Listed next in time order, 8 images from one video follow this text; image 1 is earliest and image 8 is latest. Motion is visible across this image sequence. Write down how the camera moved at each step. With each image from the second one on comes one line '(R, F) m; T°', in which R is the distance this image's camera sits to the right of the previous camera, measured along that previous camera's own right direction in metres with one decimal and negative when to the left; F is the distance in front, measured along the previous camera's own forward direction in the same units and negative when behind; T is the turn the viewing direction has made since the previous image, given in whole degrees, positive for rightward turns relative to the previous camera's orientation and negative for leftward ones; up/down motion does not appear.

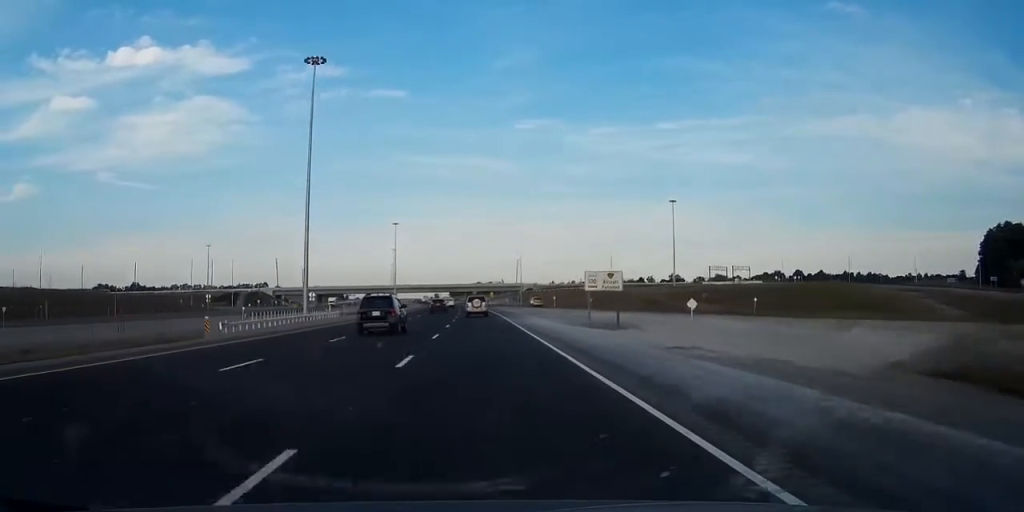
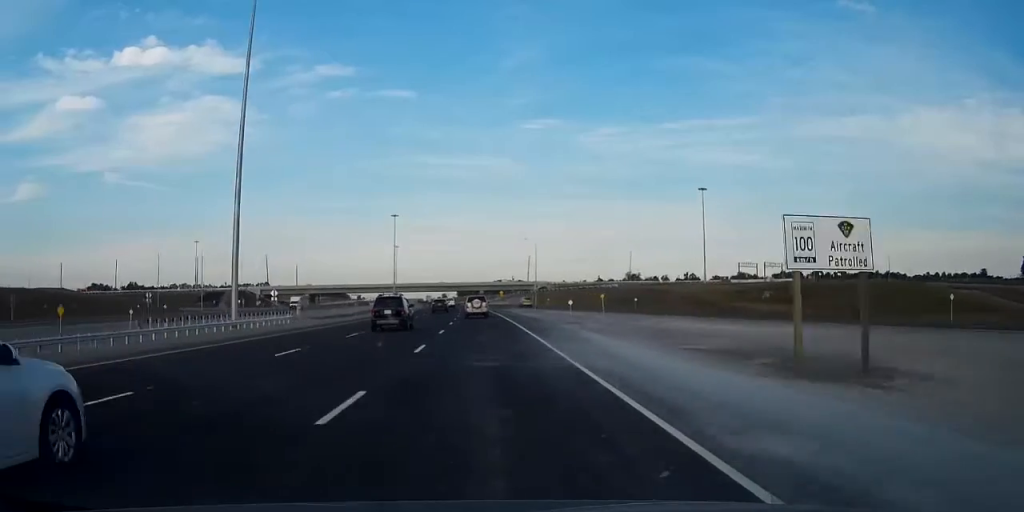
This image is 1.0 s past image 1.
(0.0, +31.2) m; 0°
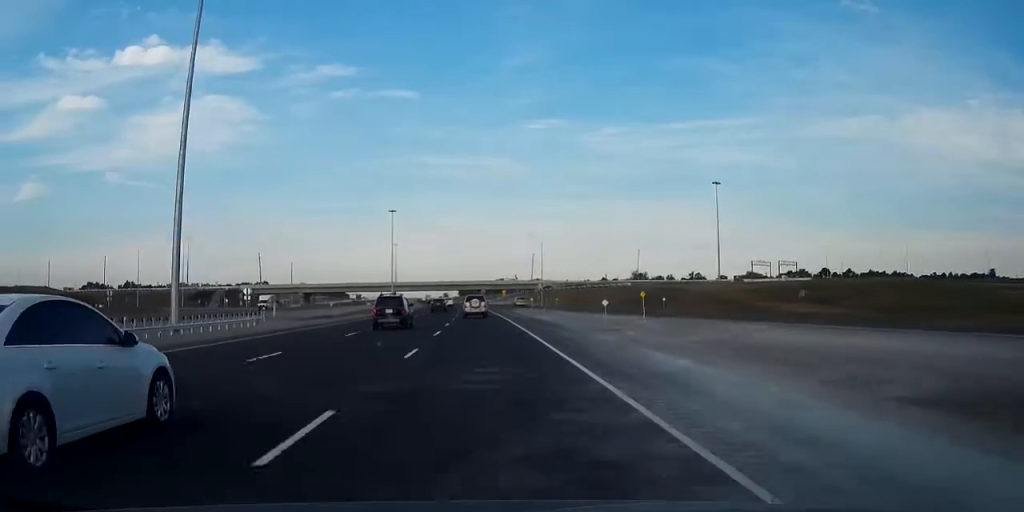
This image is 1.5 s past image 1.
(0.0, +14.1) m; 0°
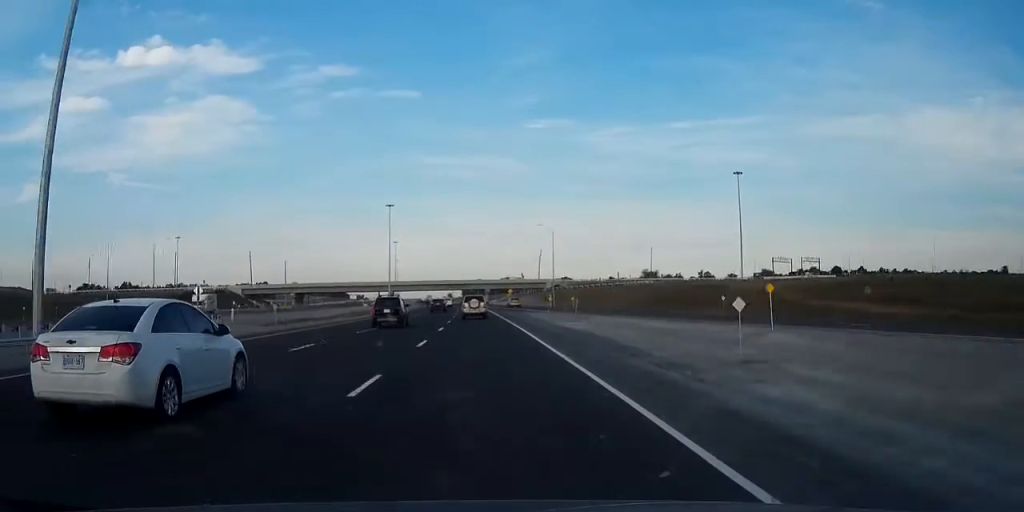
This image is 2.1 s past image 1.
(0.0, +19.1) m; 0°
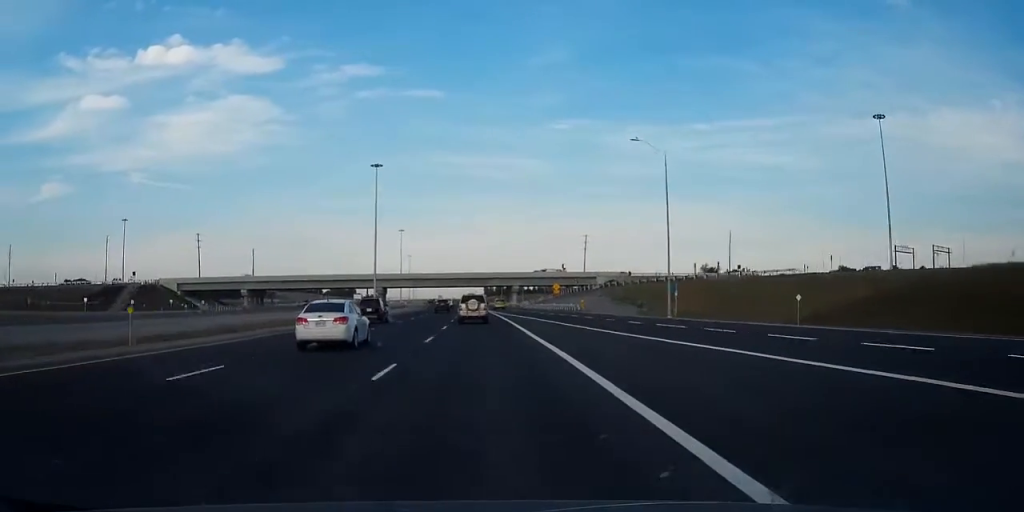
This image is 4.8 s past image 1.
(0.0, +80.9) m; -1°
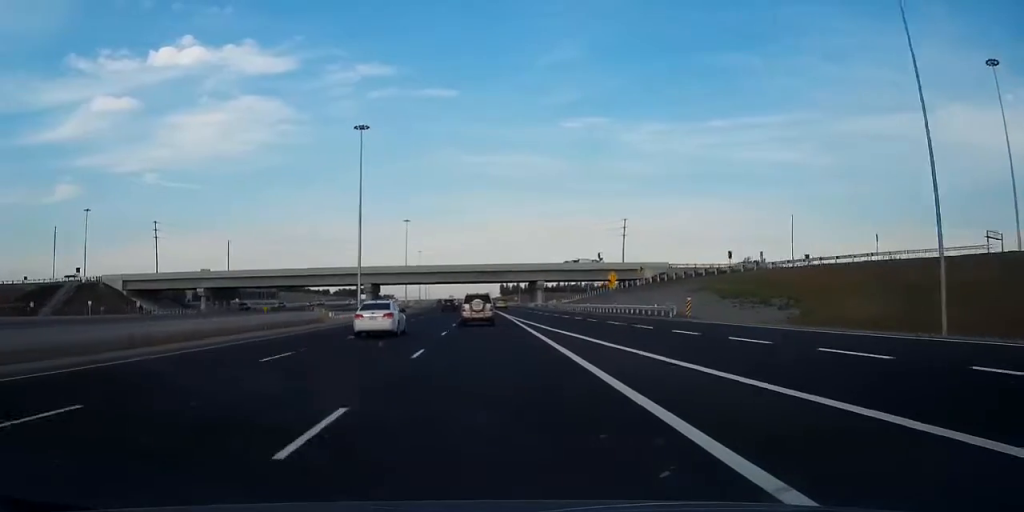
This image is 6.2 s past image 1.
(-1.3, +42.8) m; -4°
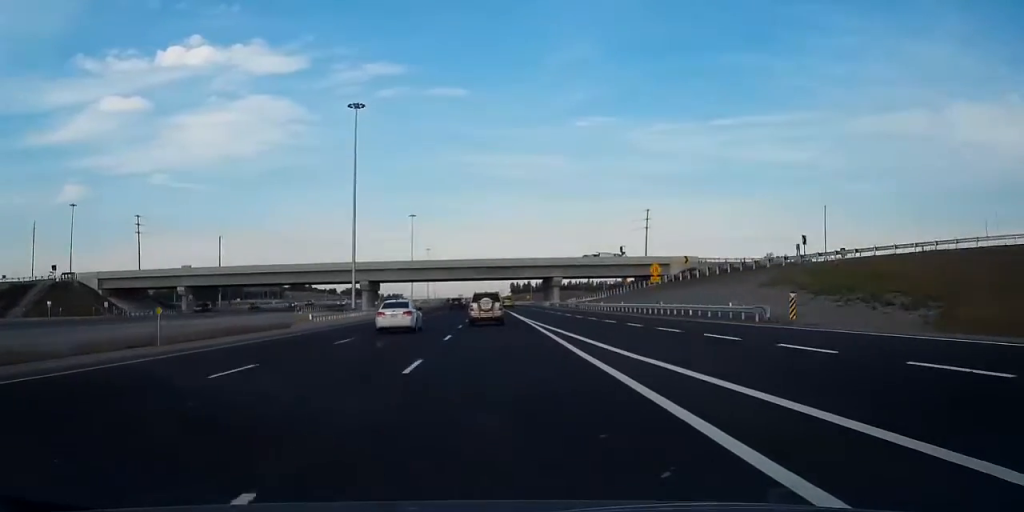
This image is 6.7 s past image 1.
(-0.3, +16.4) m; -1°
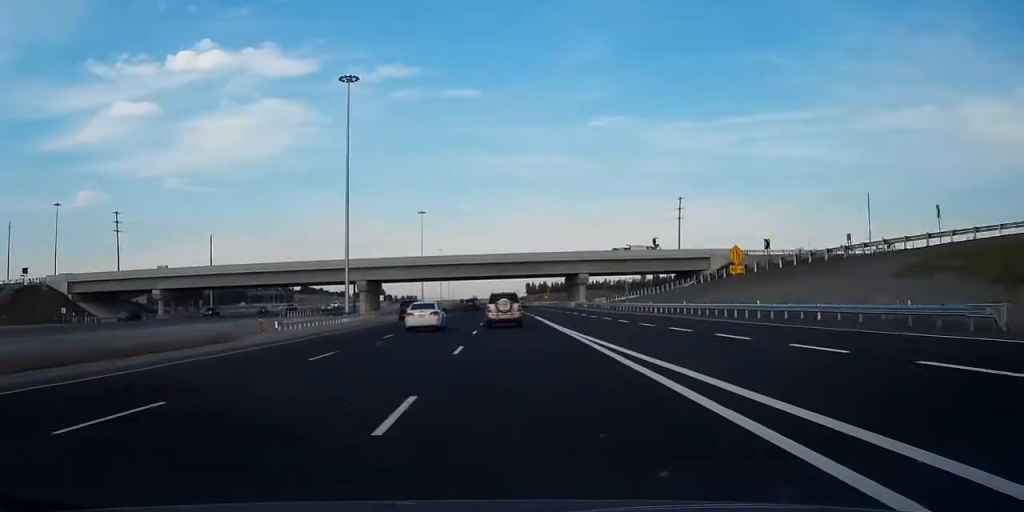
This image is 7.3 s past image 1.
(0.0, +18.5) m; 0°
